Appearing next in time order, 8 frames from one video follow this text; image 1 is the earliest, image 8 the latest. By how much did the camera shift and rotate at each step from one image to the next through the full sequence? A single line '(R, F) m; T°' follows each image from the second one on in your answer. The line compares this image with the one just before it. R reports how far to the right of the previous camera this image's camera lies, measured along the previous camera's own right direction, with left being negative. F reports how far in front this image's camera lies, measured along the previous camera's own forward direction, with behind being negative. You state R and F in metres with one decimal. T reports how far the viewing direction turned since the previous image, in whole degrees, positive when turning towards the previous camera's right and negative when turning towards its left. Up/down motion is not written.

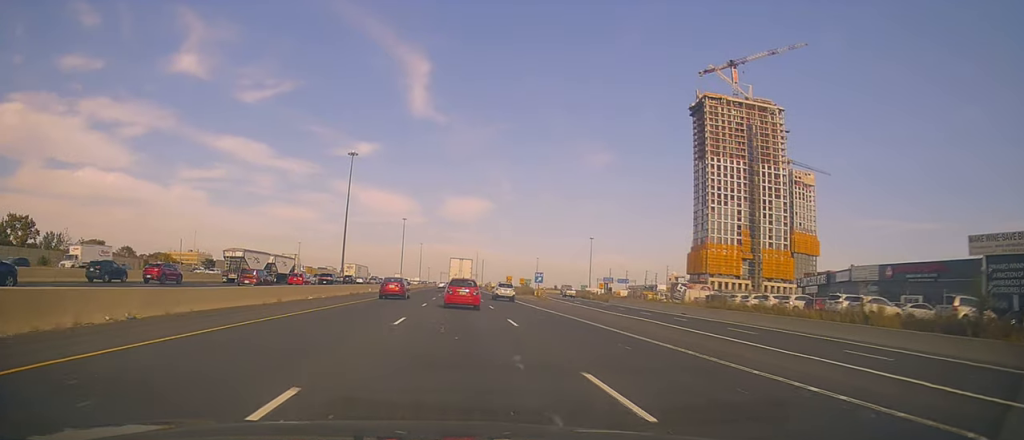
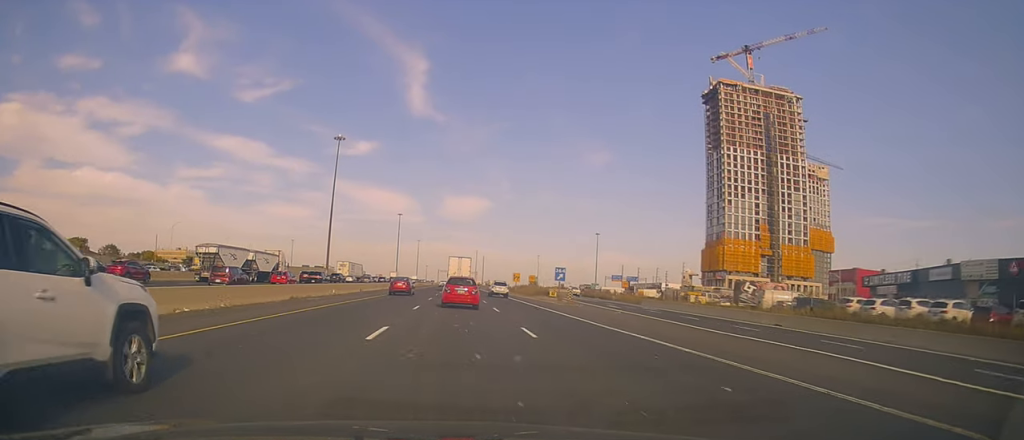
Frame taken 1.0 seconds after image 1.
(+0.6, +16.6) m; +1°
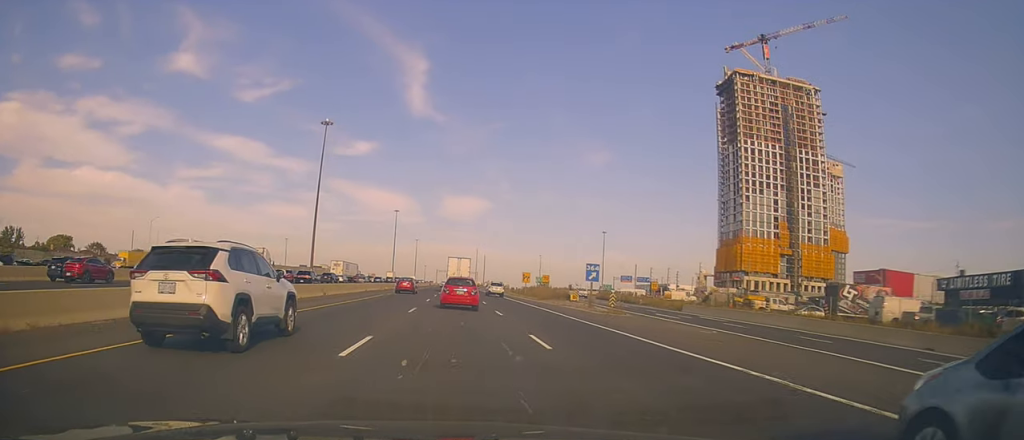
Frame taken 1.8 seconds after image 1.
(-0.2, +15.0) m; 0°
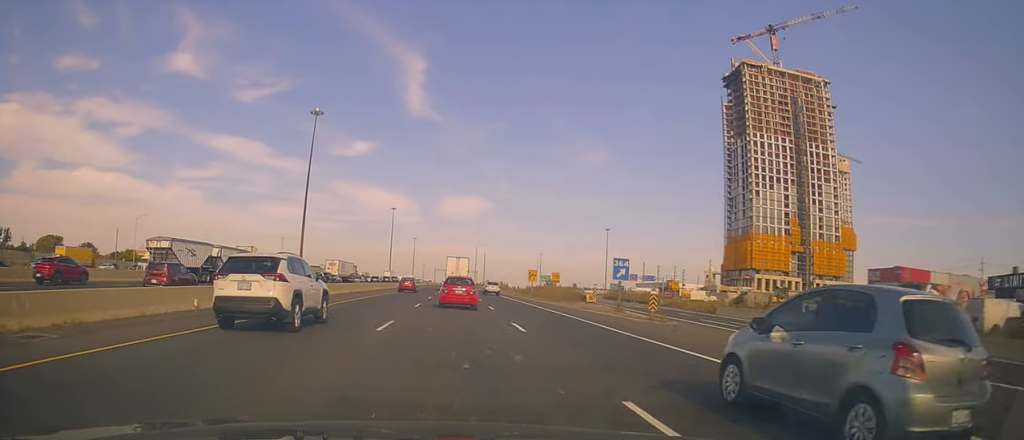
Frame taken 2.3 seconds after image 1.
(+0.1, +8.6) m; 0°
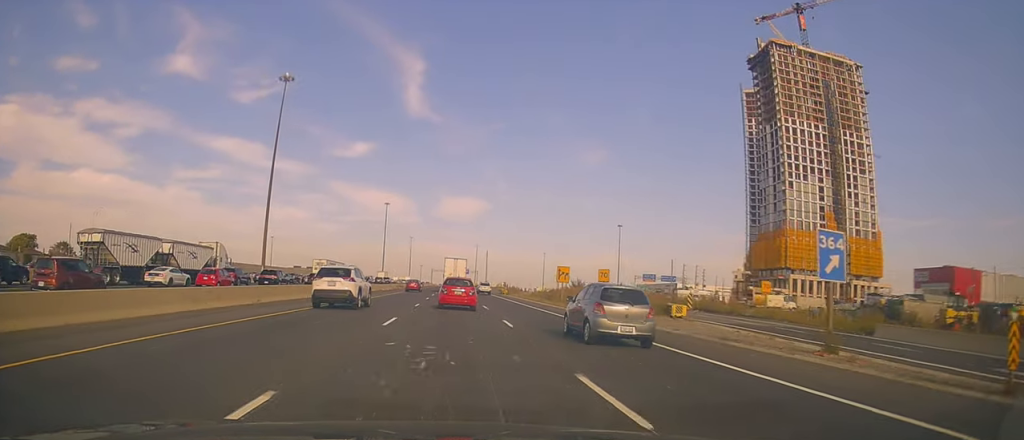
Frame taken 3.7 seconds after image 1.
(+0.1, +23.0) m; +1°
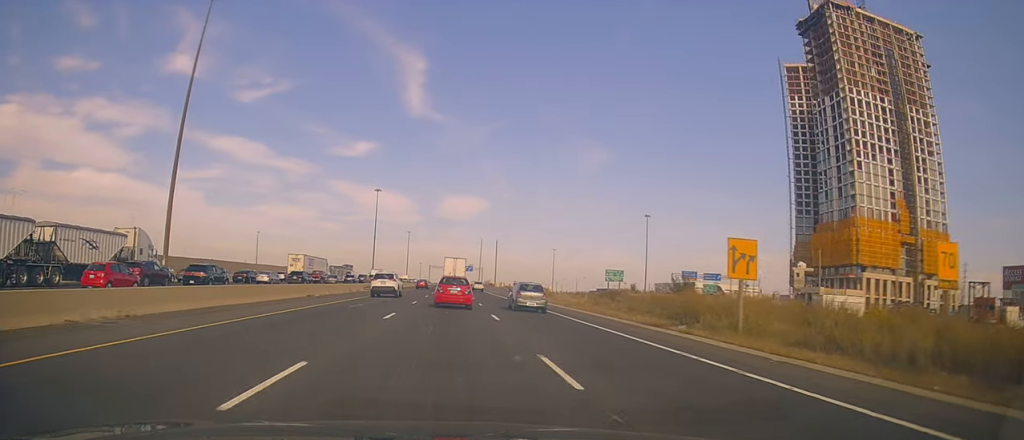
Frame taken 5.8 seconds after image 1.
(0.0, +34.9) m; 0°
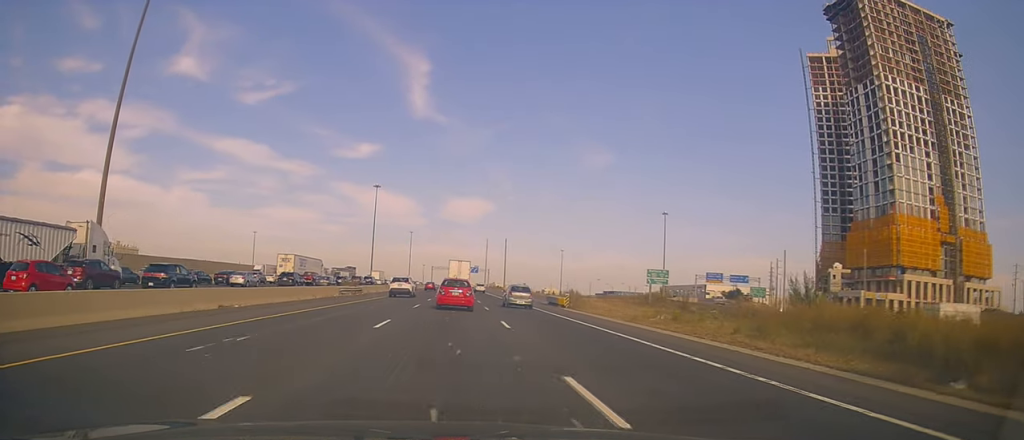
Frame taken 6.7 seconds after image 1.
(0.0, +14.9) m; -1°
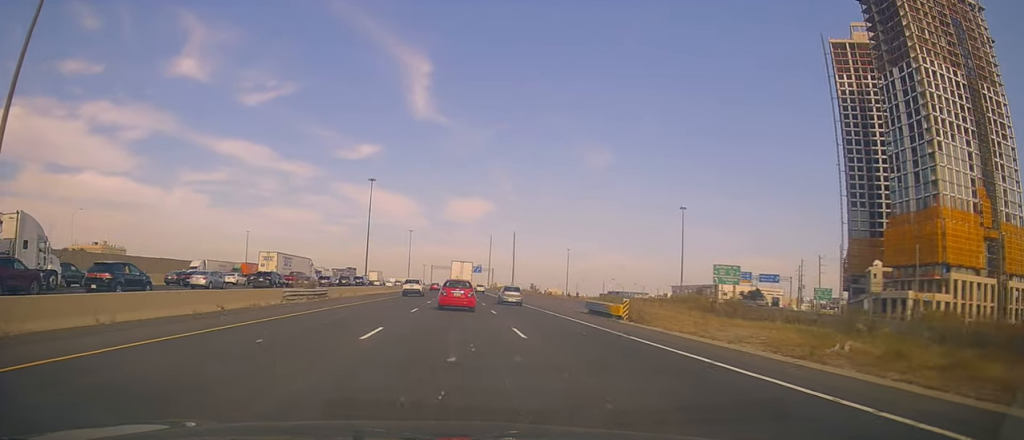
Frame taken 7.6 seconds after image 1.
(-0.4, +15.3) m; 0°
